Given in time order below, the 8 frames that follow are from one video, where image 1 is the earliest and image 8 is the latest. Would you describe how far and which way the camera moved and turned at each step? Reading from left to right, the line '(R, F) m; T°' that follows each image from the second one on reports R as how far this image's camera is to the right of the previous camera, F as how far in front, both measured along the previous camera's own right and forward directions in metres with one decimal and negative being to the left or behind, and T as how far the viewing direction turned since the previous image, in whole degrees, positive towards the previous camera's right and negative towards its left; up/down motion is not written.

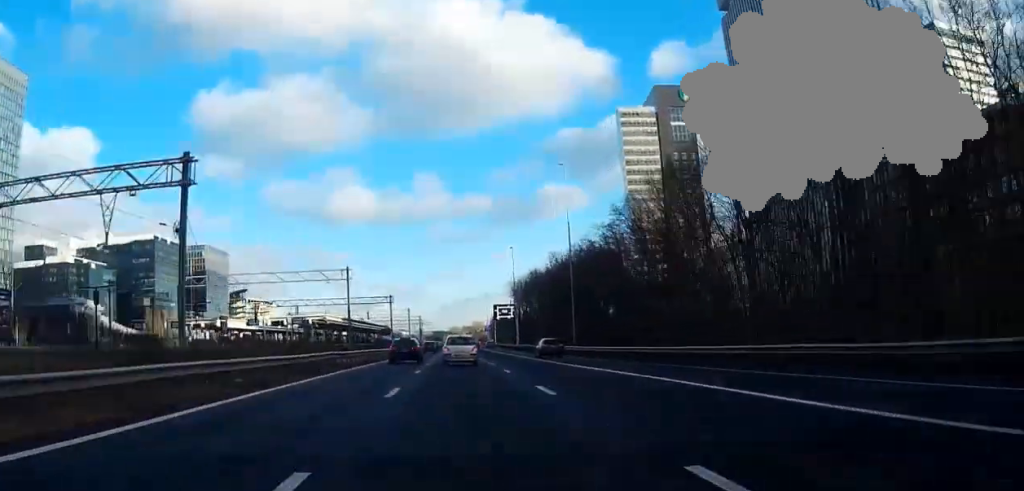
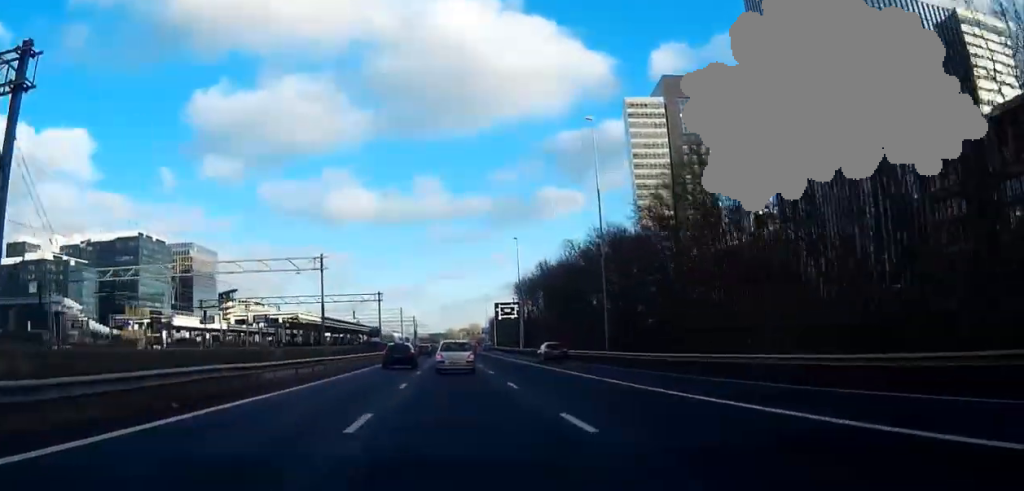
(-0.1, +16.9) m; +1°
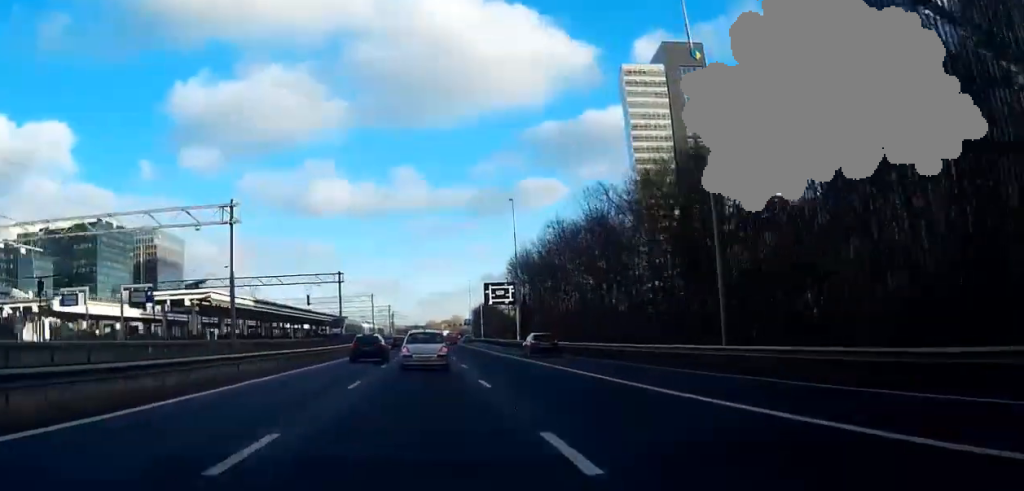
(+0.2, +27.3) m; +1°
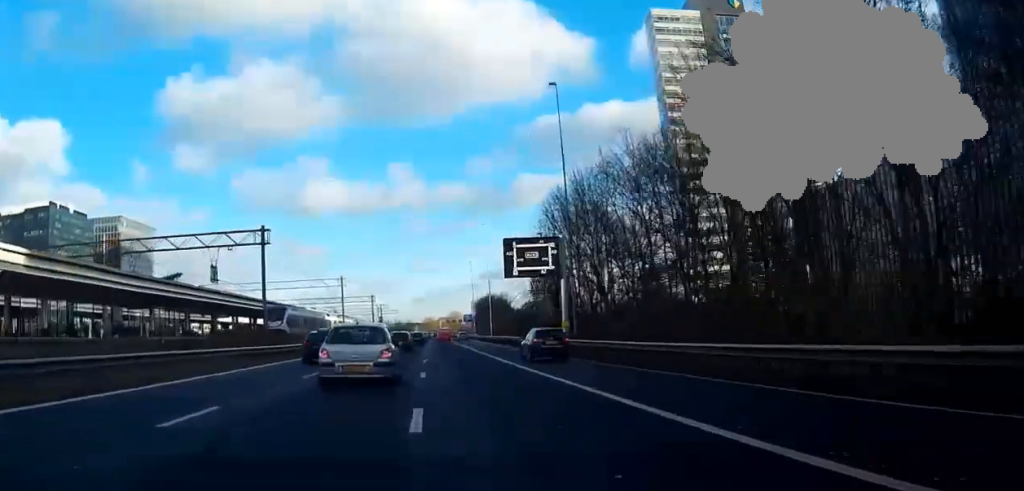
(+0.6, +43.9) m; +1°
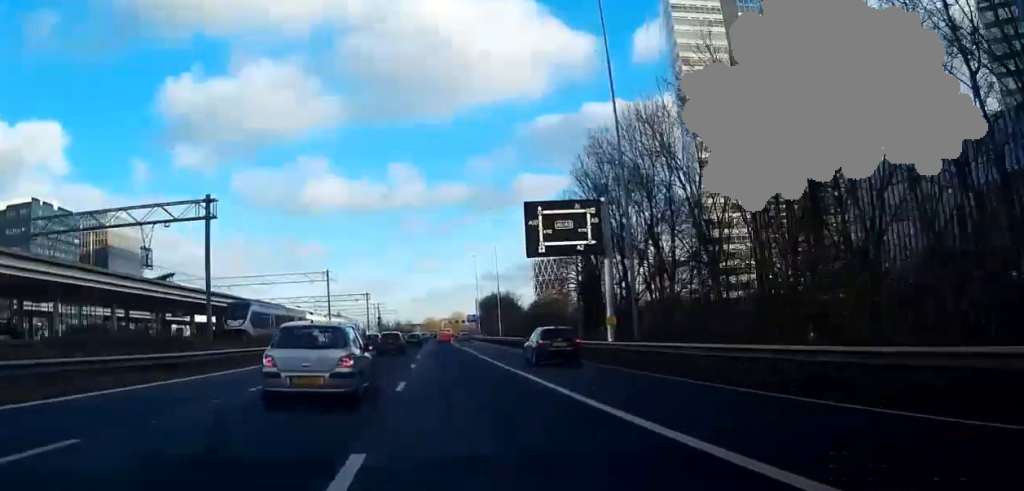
(0.0, +16.3) m; 0°
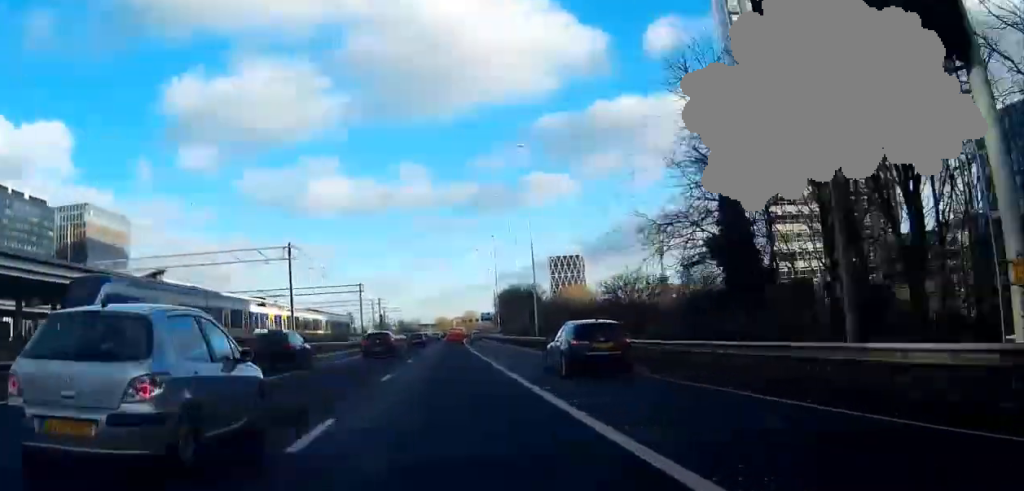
(-0.1, +32.5) m; -1°
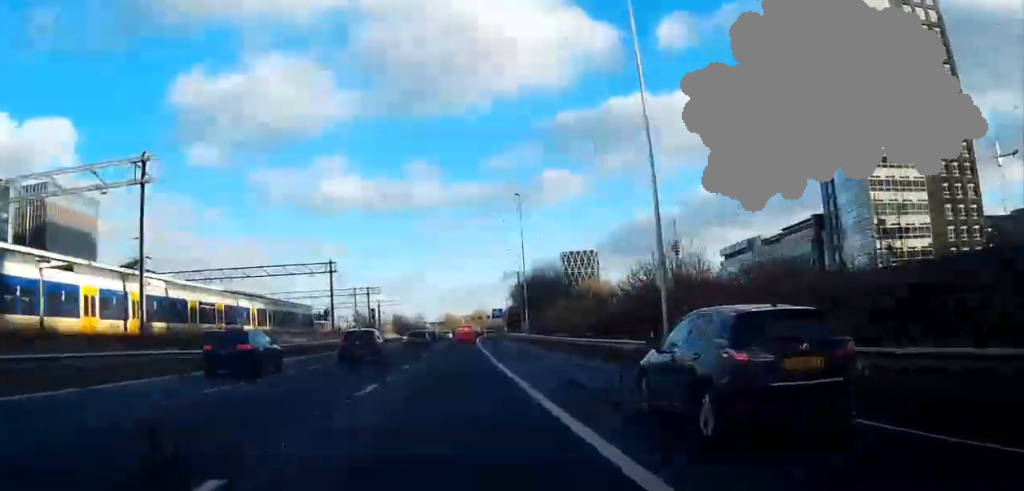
(-0.4, +40.4) m; -1°
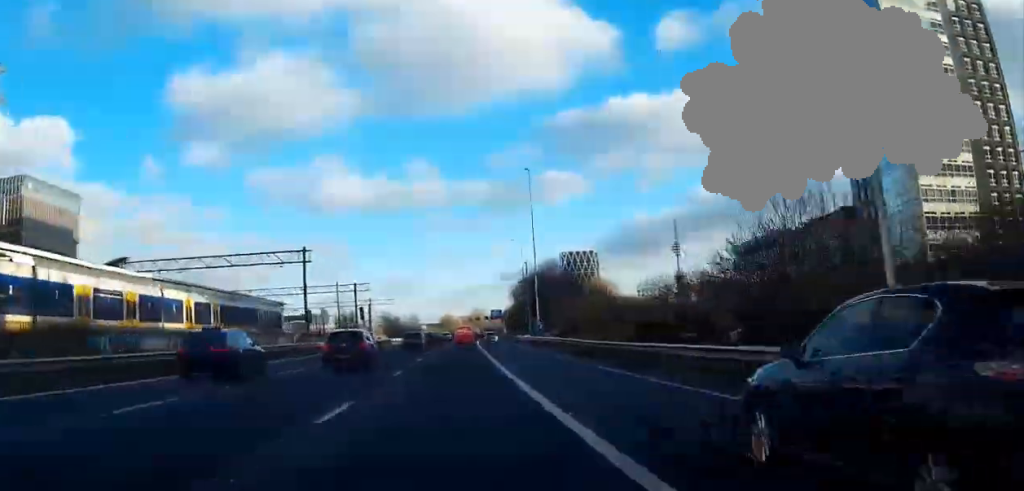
(-0.1, +16.0) m; 0°
